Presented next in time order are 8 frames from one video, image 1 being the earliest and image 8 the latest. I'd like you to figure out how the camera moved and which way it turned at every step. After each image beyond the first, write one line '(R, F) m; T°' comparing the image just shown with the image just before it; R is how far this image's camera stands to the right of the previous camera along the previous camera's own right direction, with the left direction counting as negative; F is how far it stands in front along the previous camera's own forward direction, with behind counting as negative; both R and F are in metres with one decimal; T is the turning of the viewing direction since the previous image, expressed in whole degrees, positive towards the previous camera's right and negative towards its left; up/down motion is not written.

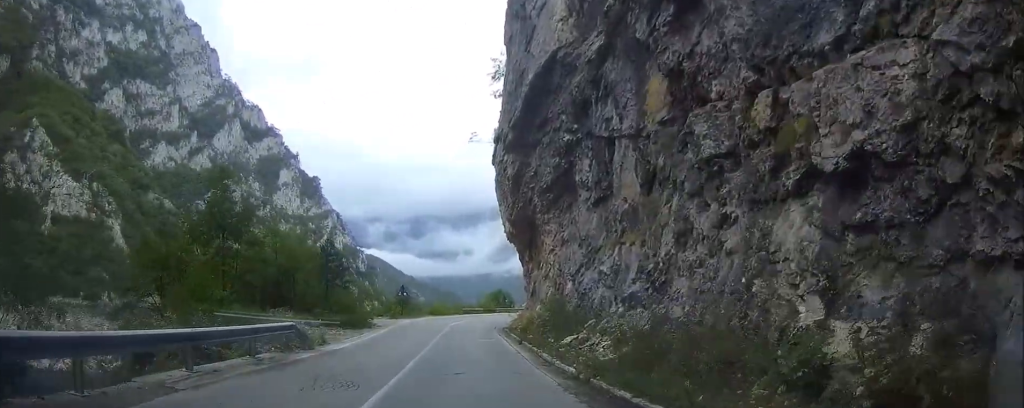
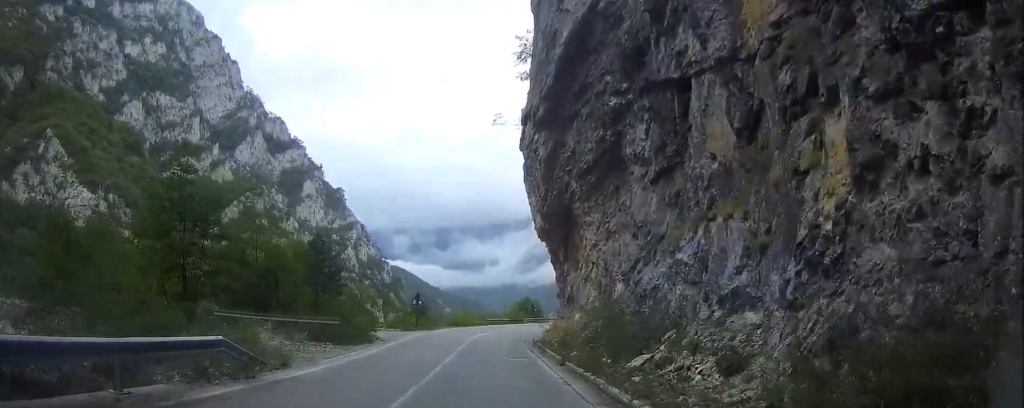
(-0.3, +7.3) m; 0°
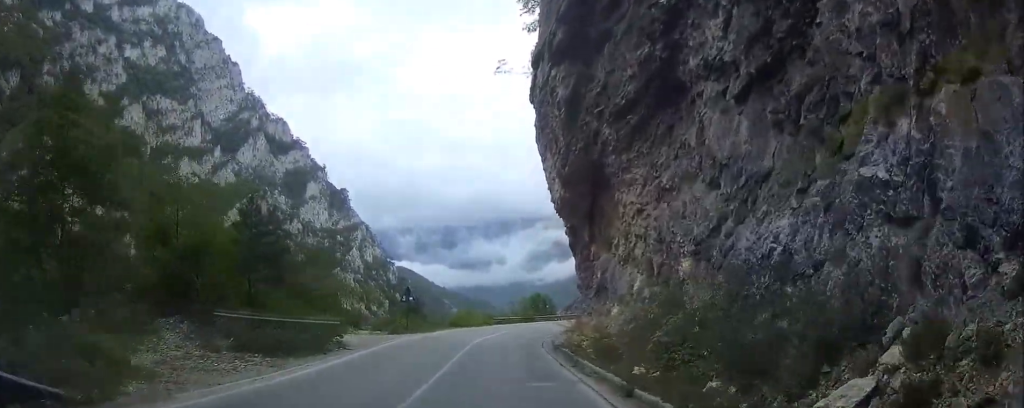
(+0.4, +9.0) m; 0°
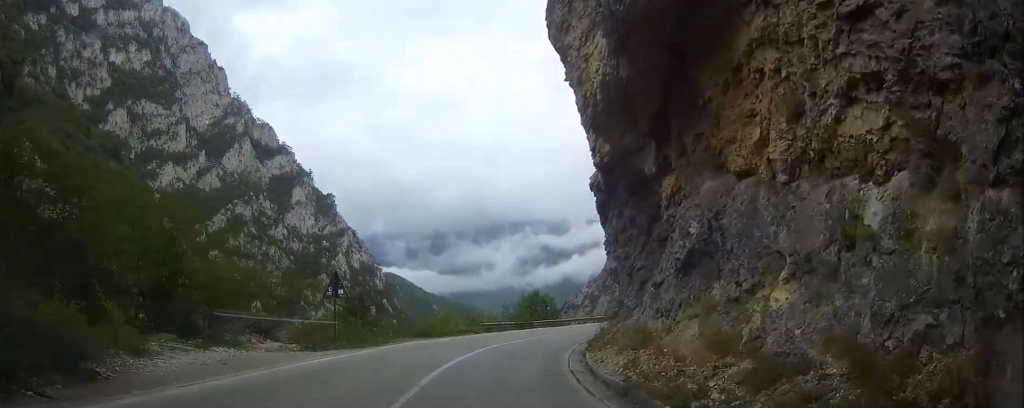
(-0.4, +15.7) m; -3°
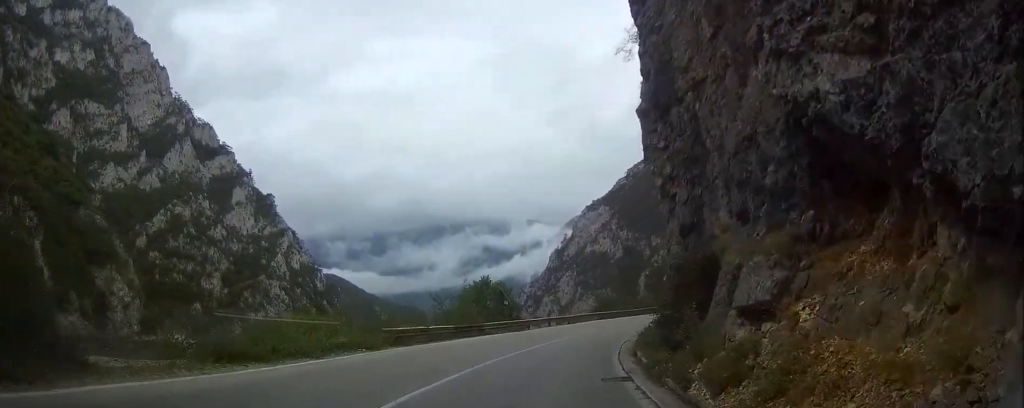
(+0.3, +20.8) m; +4°
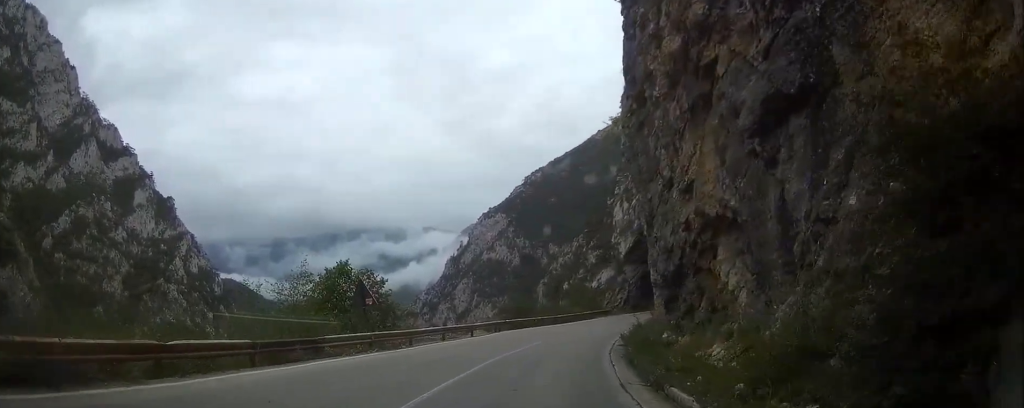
(+0.7, +15.0) m; +7°
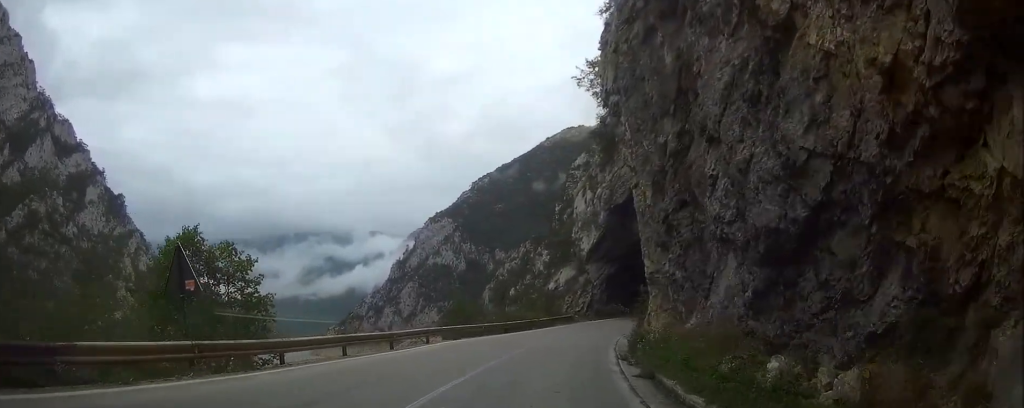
(+0.6, +9.9) m; +8°
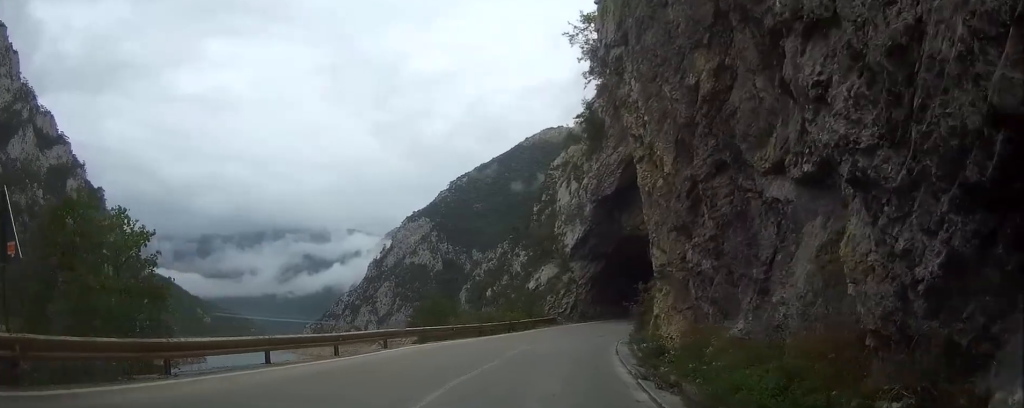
(+0.3, +4.8) m; +3°
